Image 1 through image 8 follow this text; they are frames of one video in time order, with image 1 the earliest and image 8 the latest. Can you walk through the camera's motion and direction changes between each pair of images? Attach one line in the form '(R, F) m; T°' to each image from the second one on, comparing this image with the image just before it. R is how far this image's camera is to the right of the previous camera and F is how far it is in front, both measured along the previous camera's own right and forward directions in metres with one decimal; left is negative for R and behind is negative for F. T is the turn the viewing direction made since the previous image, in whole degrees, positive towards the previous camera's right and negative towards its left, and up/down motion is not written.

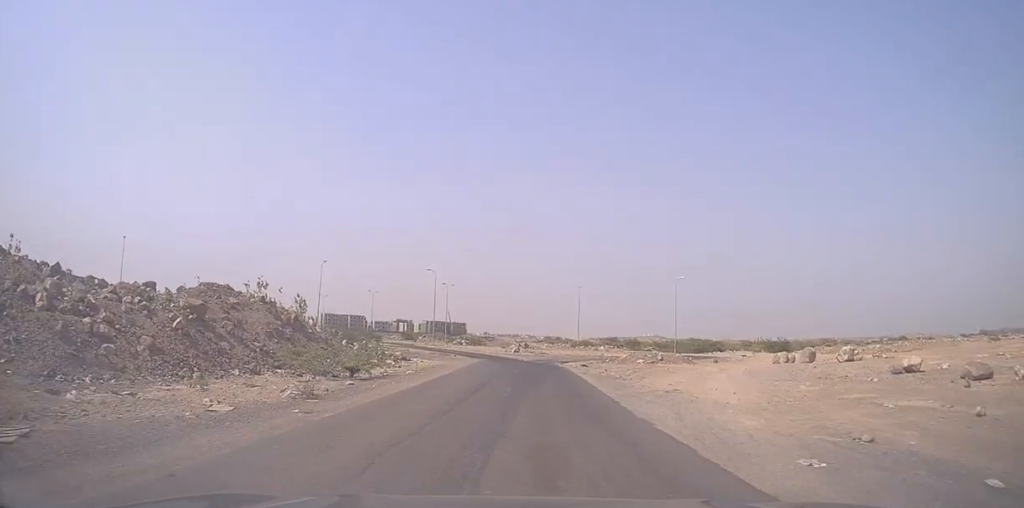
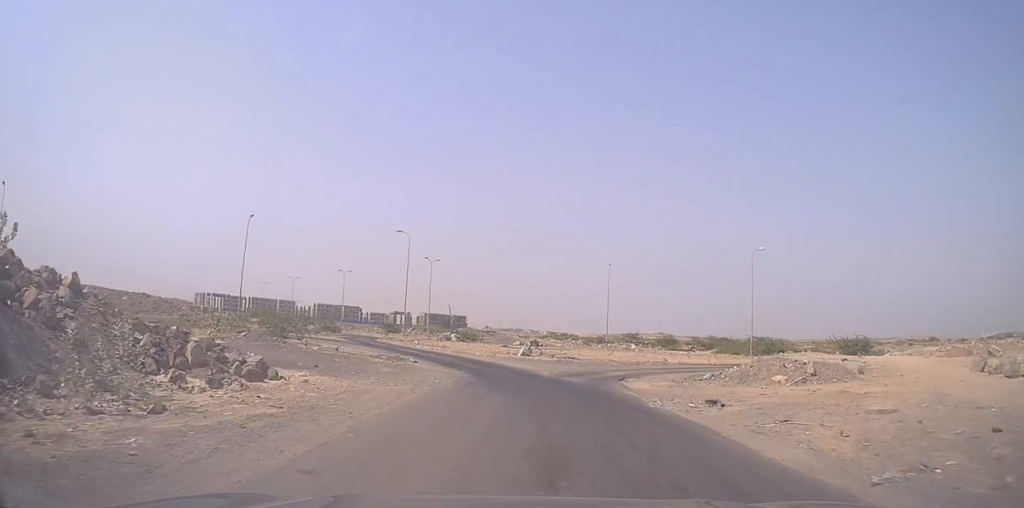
(-0.6, +26.9) m; -4°
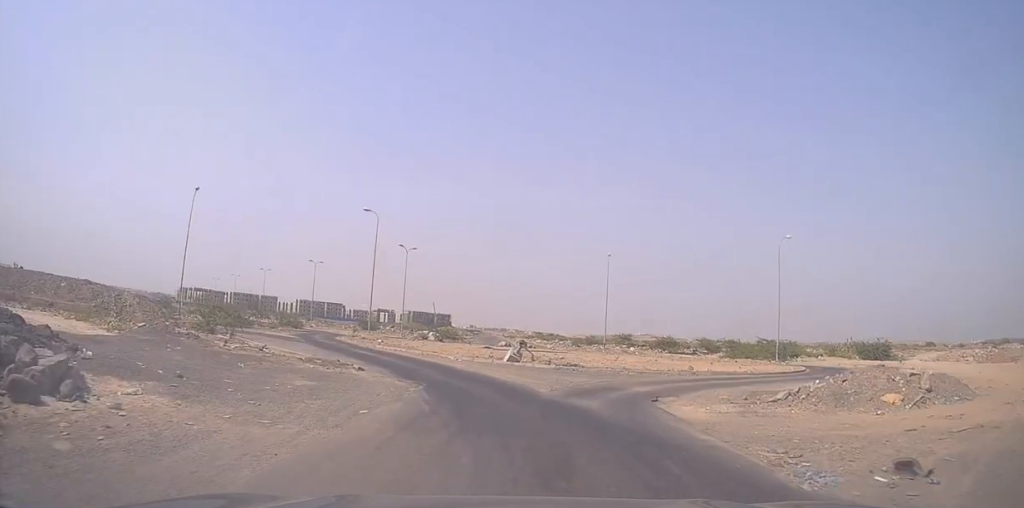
(-0.6, +8.7) m; +2°
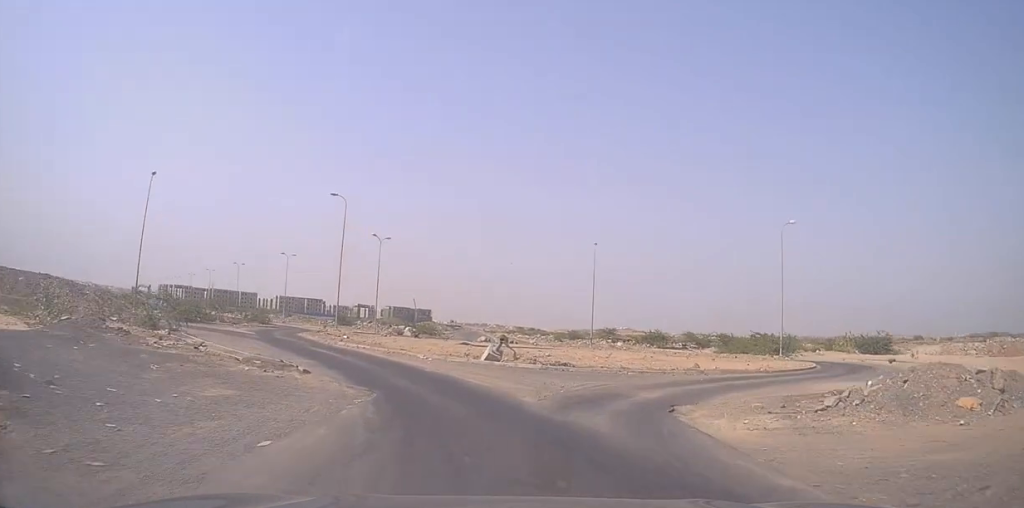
(+0.3, +3.9) m; +2°
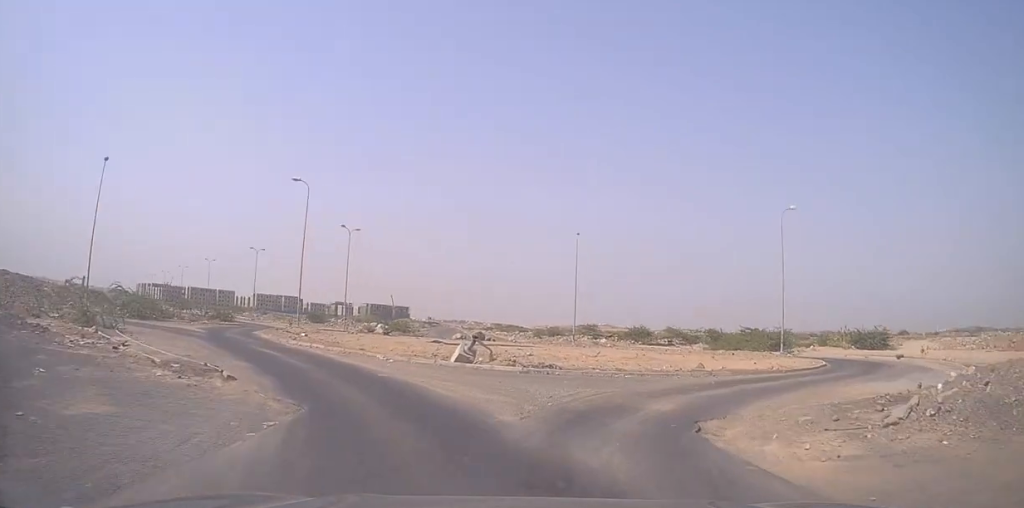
(+0.4, +3.8) m; +2°
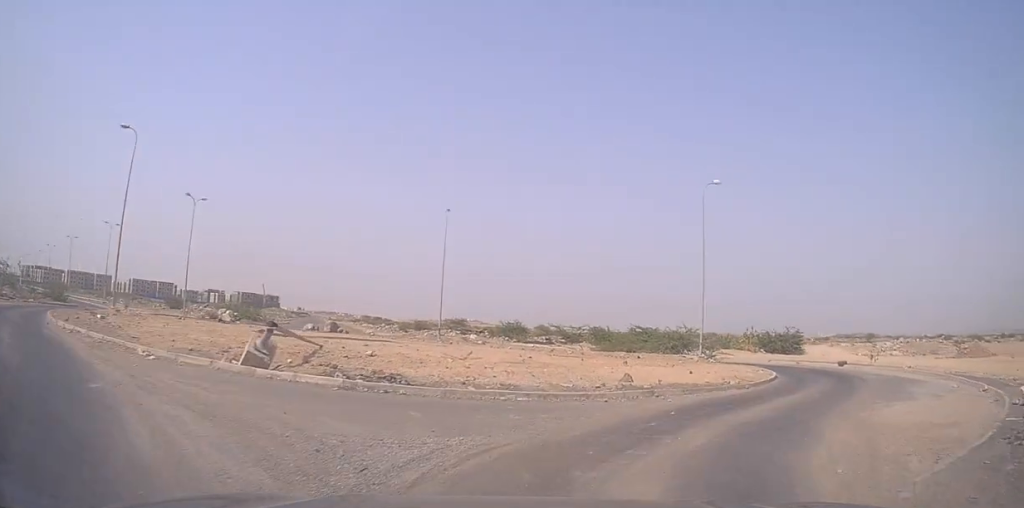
(0.0, +9.3) m; +9°
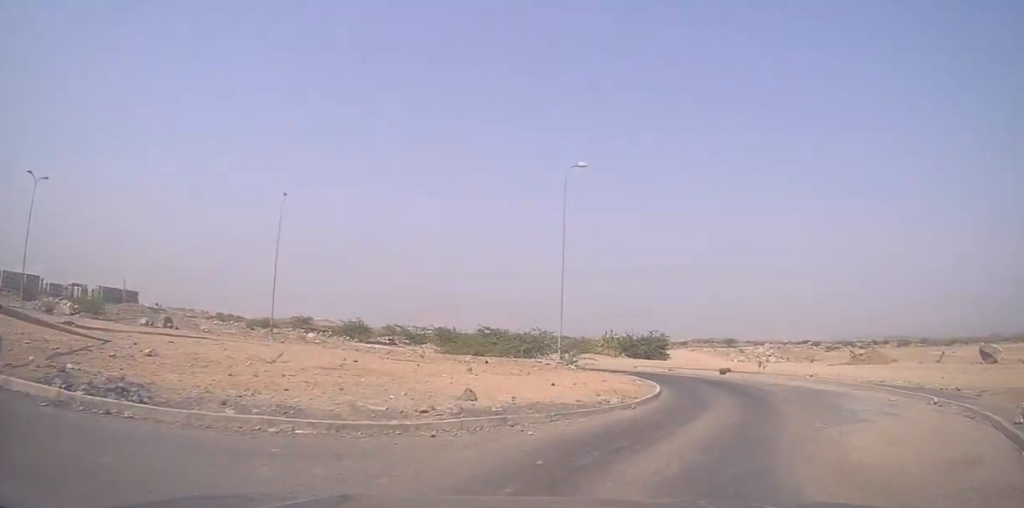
(+0.9, +4.6) m; +15°
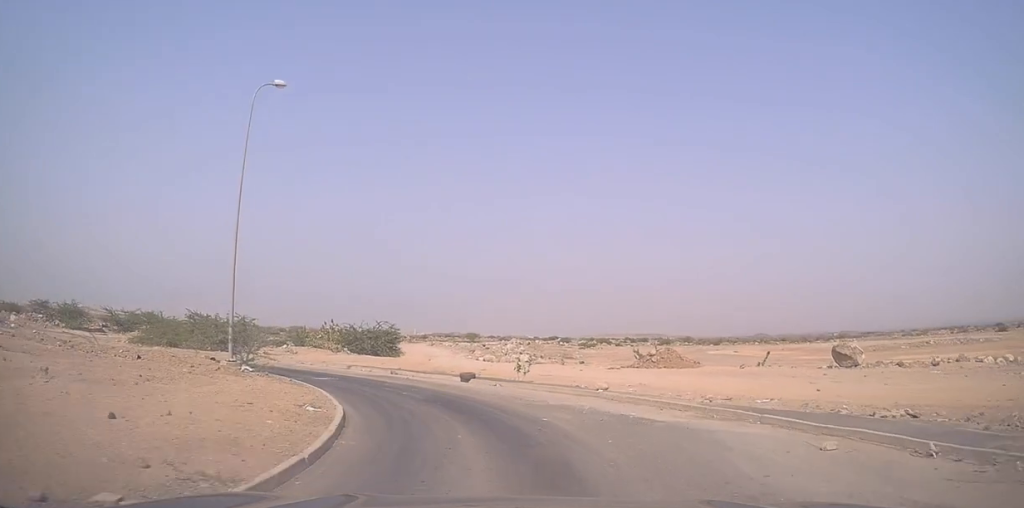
(+2.5, +9.0) m; +28°
